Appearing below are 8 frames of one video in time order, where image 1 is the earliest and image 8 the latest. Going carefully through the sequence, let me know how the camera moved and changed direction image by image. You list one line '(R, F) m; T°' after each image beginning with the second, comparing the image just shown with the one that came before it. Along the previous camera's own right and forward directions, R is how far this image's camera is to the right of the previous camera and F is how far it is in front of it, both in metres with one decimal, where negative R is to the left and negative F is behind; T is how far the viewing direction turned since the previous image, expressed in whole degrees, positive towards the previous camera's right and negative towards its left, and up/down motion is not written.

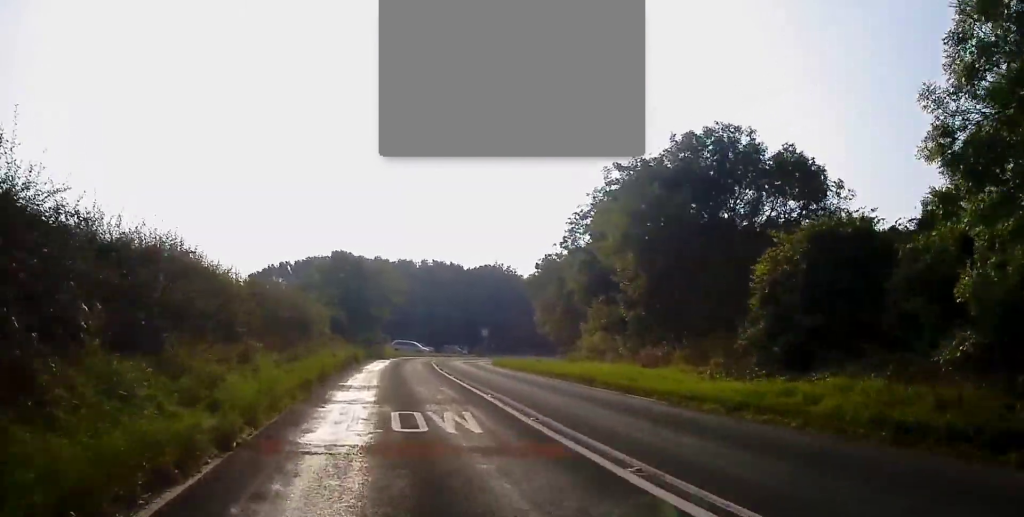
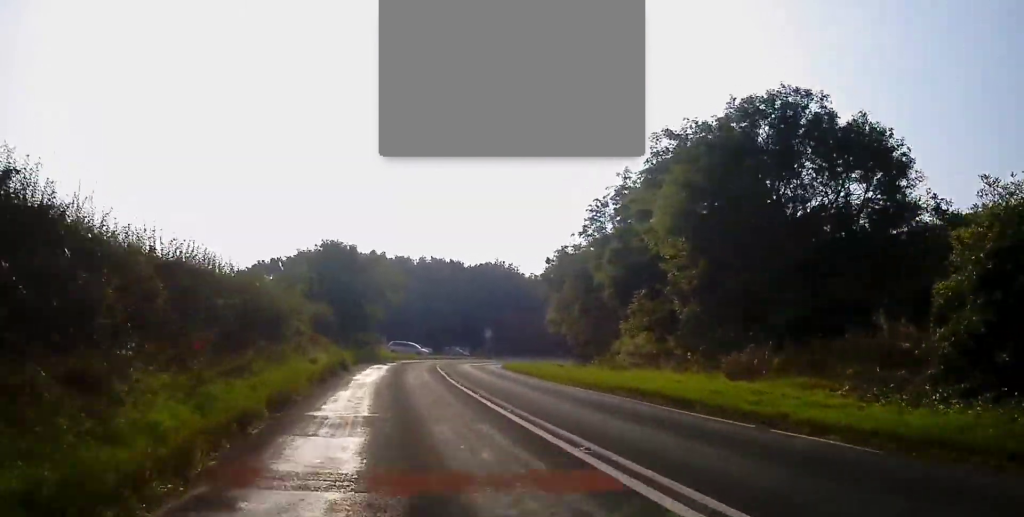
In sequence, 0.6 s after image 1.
(-0.2, +7.7) m; 0°
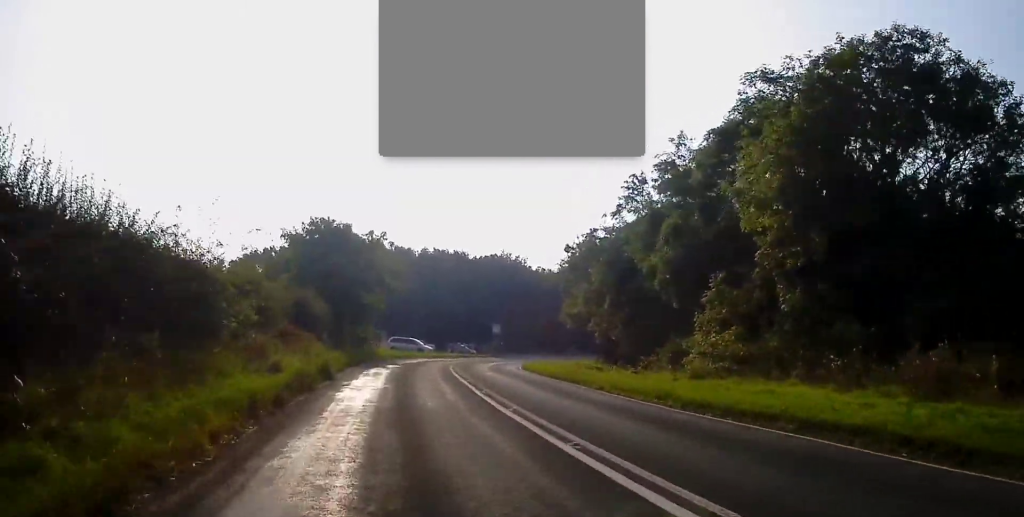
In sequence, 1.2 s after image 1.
(+0.2, +8.7) m; 0°
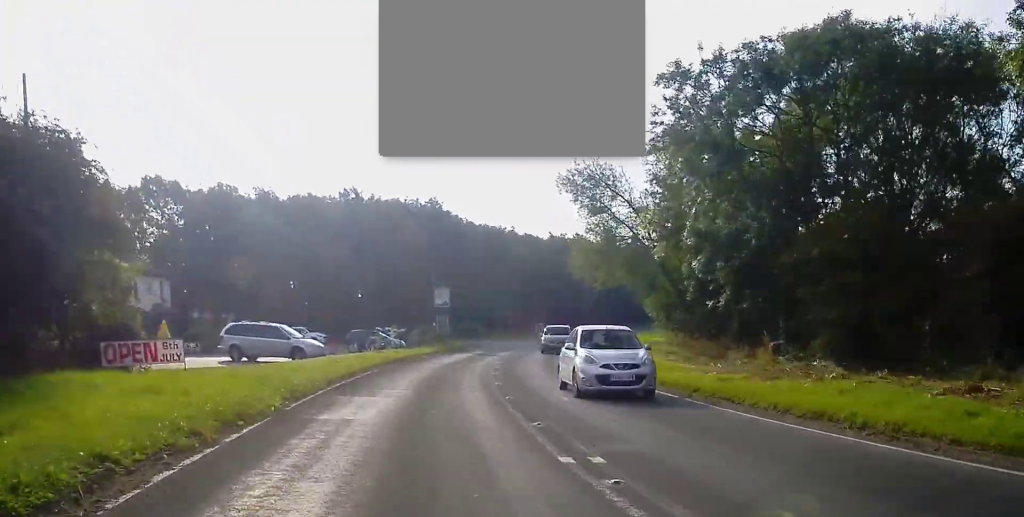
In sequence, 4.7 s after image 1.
(+1.9, +47.1) m; +7°
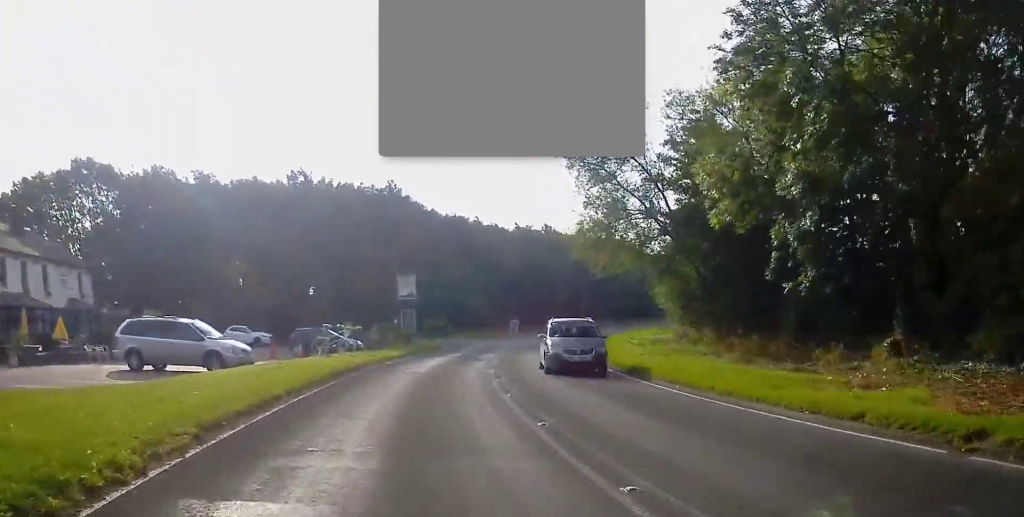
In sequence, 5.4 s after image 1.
(0.0, +9.7) m; +3°
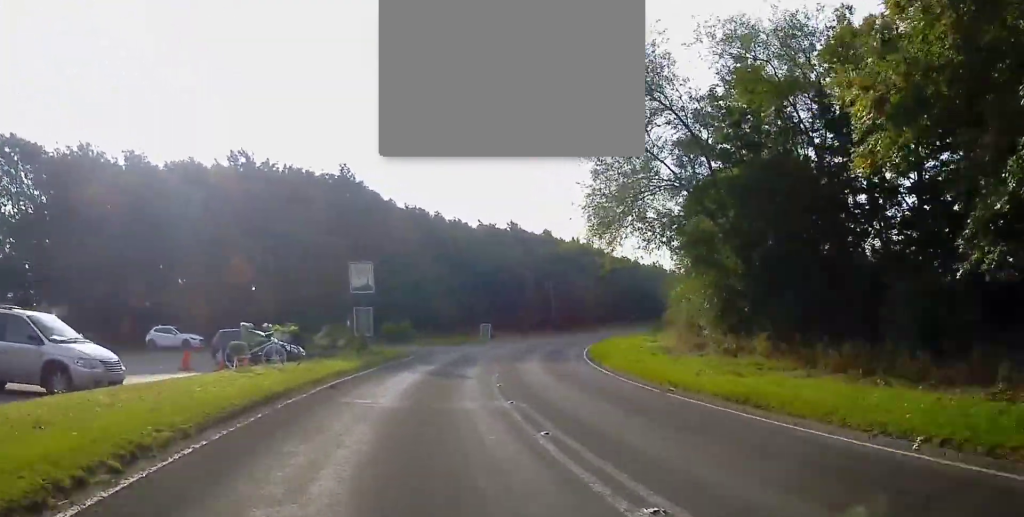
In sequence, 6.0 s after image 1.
(+0.3, +9.8) m; +3°
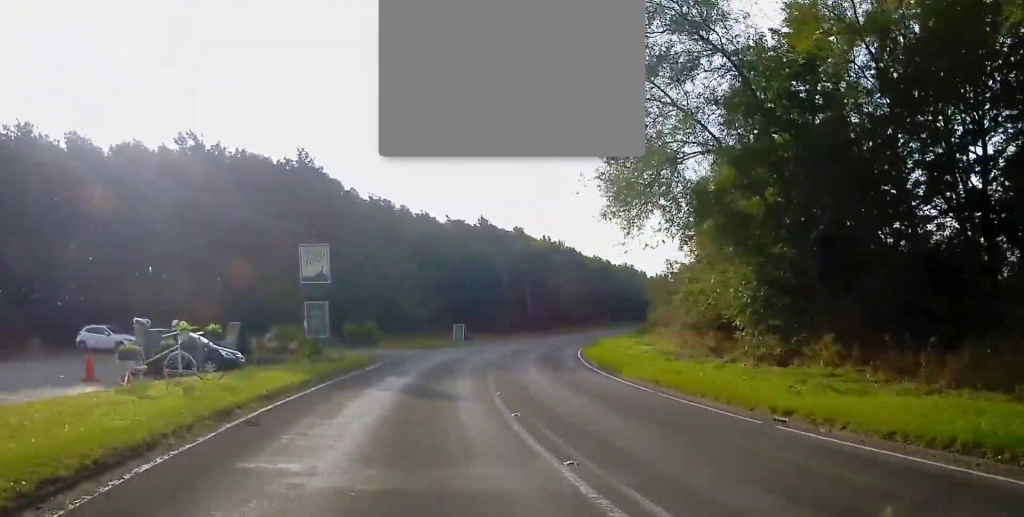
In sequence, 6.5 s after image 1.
(+0.2, +6.5) m; +3°
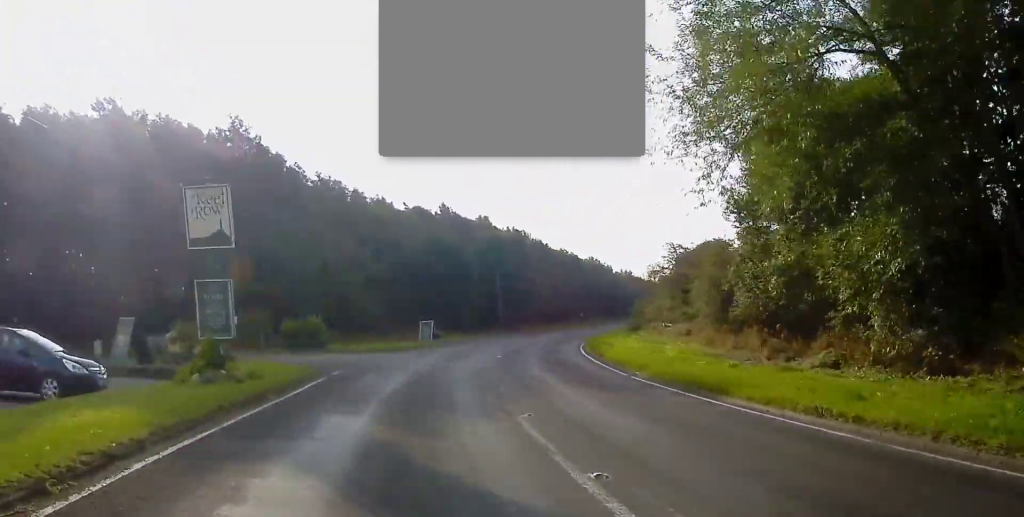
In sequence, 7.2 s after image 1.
(+0.3, +10.0) m; +3°
